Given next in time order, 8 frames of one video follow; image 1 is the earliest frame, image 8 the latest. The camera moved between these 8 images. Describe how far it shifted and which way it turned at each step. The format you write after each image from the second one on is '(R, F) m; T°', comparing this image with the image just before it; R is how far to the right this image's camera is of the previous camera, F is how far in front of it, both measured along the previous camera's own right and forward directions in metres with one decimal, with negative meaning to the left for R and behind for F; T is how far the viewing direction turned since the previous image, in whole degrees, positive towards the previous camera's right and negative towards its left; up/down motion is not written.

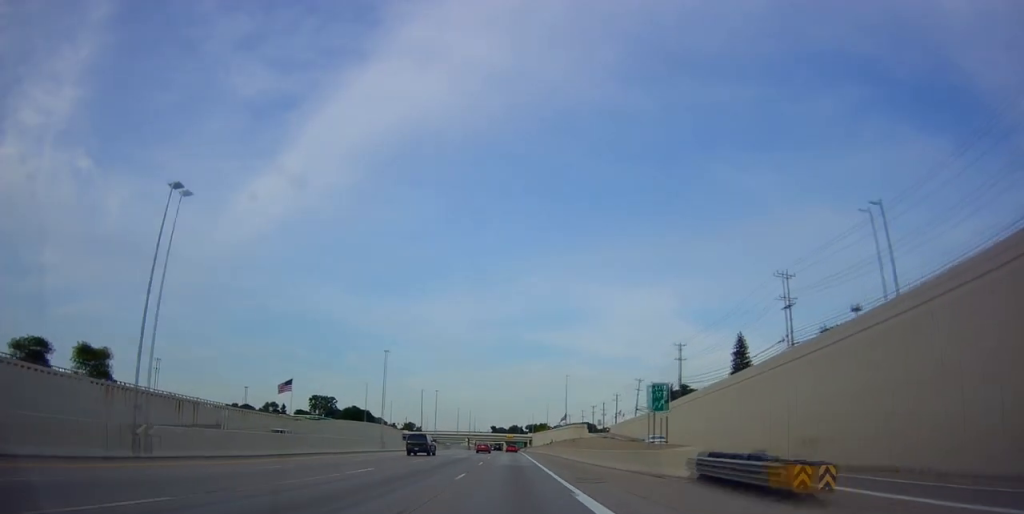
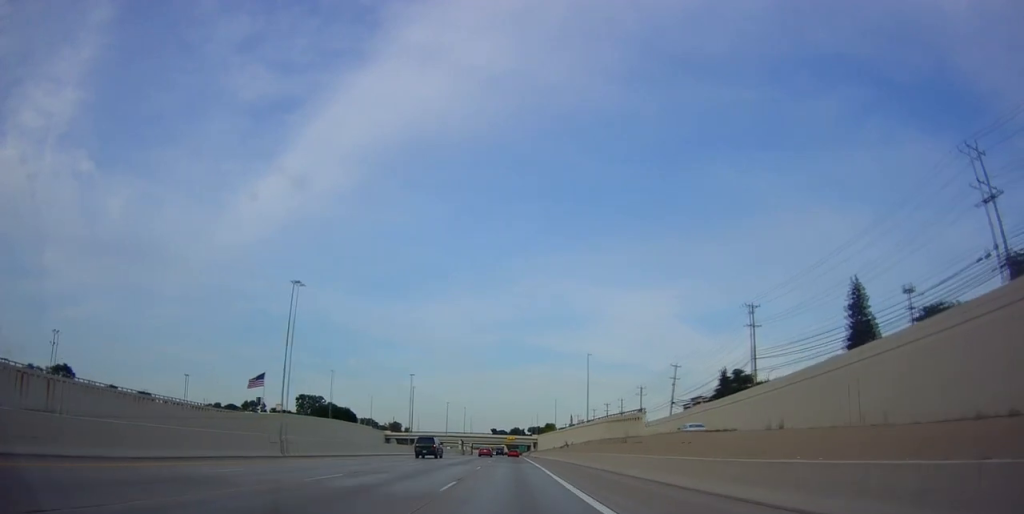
(0.0, +35.2) m; 0°
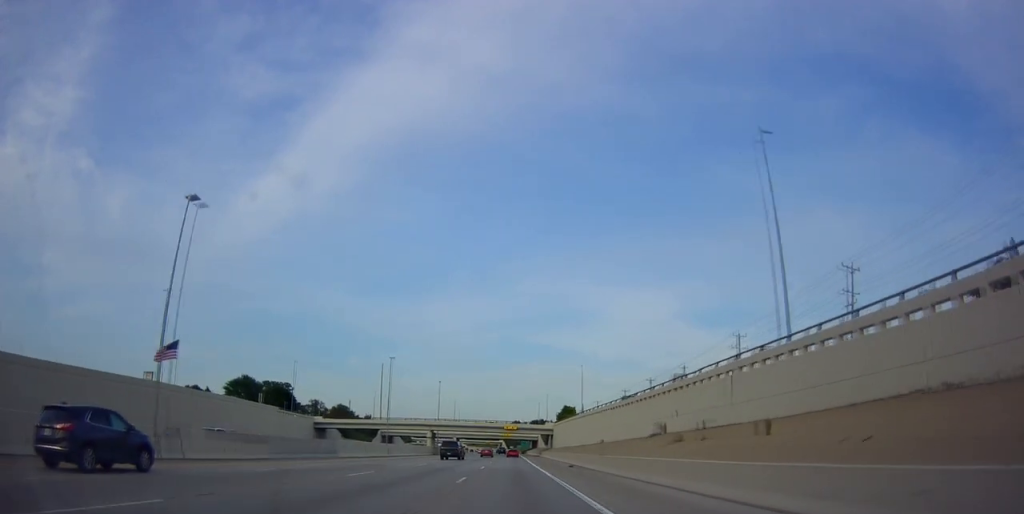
(-1.3, +71.6) m; -1°
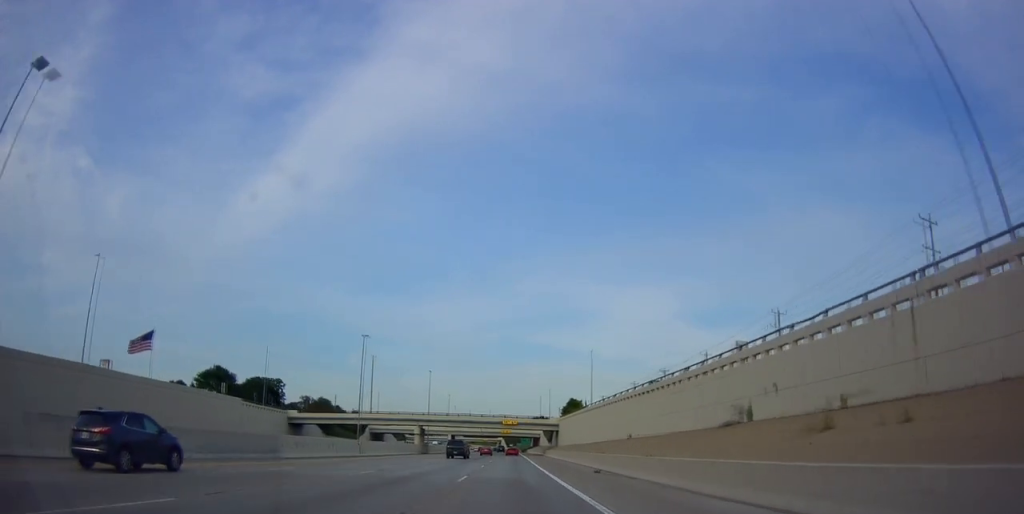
(0.0, +15.0) m; 0°
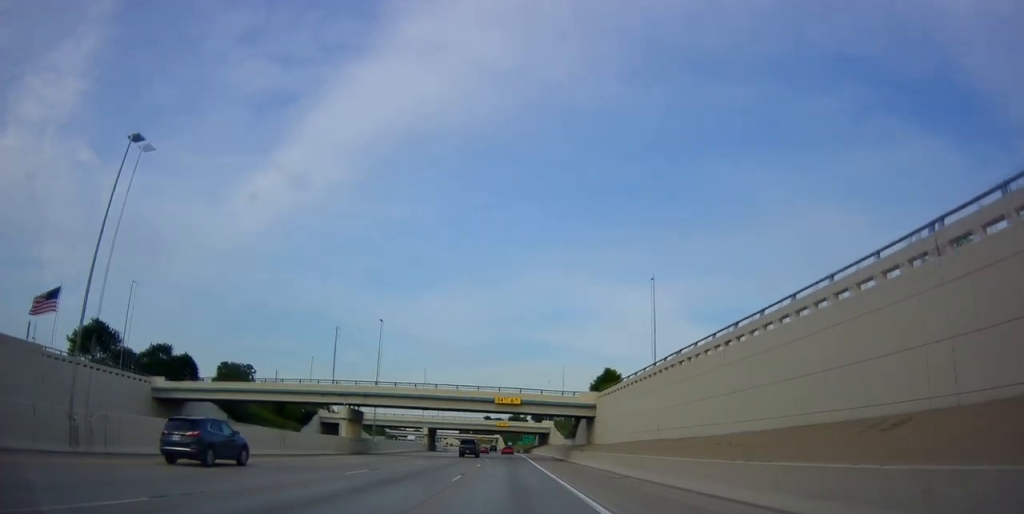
(+0.7, +46.1) m; +1°
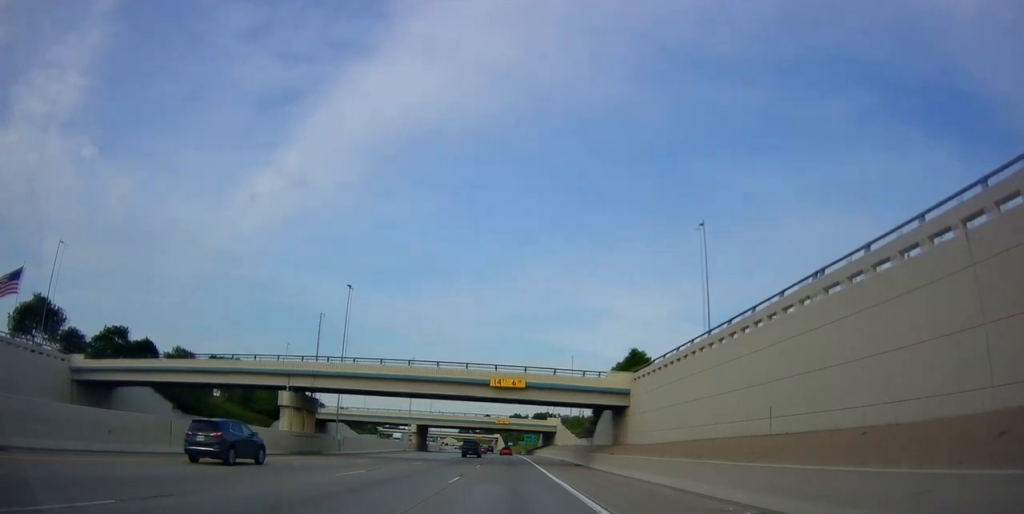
(0.0, +16.2) m; 0°
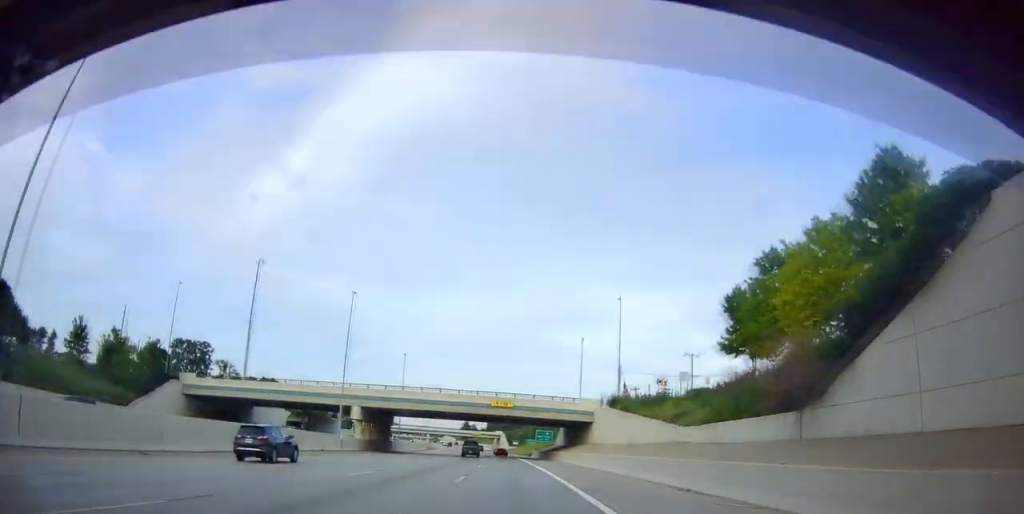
(0.0, +44.8) m; 0°
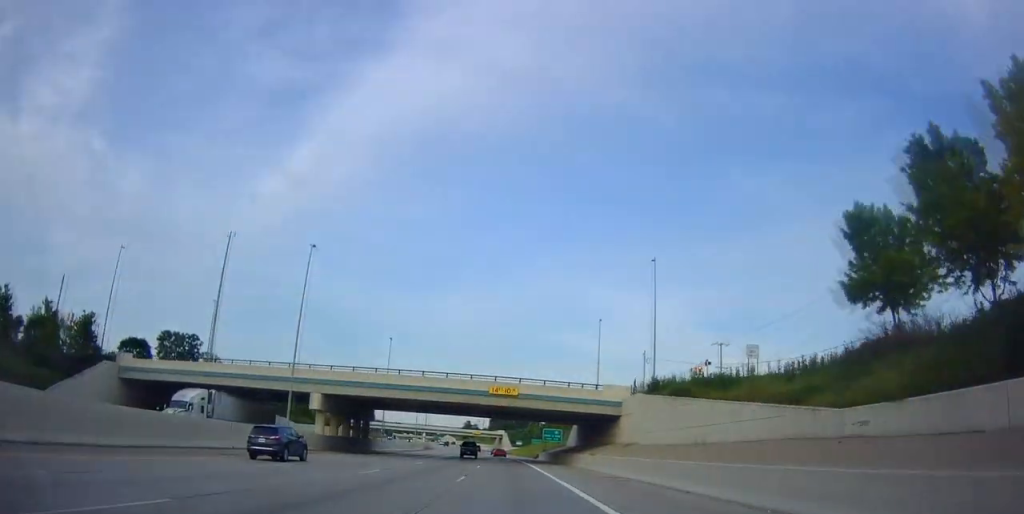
(+0.1, +15.2) m; 0°
